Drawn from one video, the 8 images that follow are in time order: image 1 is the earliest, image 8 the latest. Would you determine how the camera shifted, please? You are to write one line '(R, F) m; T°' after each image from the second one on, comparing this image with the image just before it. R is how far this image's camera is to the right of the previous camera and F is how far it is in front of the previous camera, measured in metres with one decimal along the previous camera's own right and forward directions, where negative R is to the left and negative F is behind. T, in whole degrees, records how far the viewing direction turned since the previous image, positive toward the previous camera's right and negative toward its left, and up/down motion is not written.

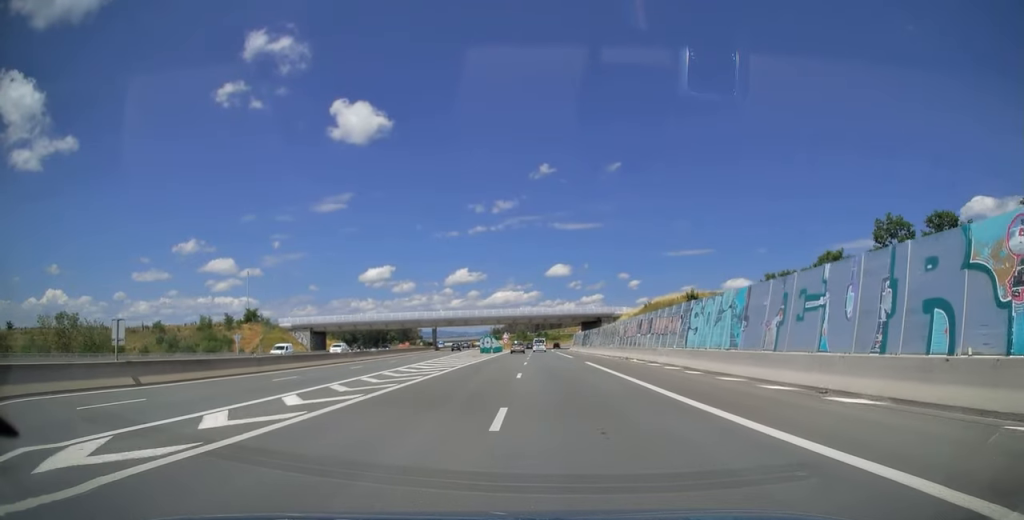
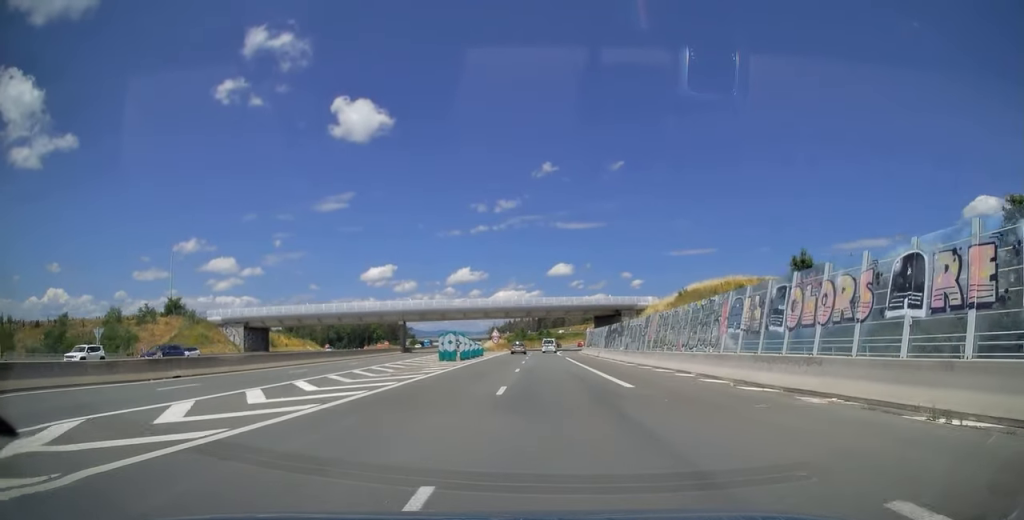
(+0.1, +32.6) m; 0°
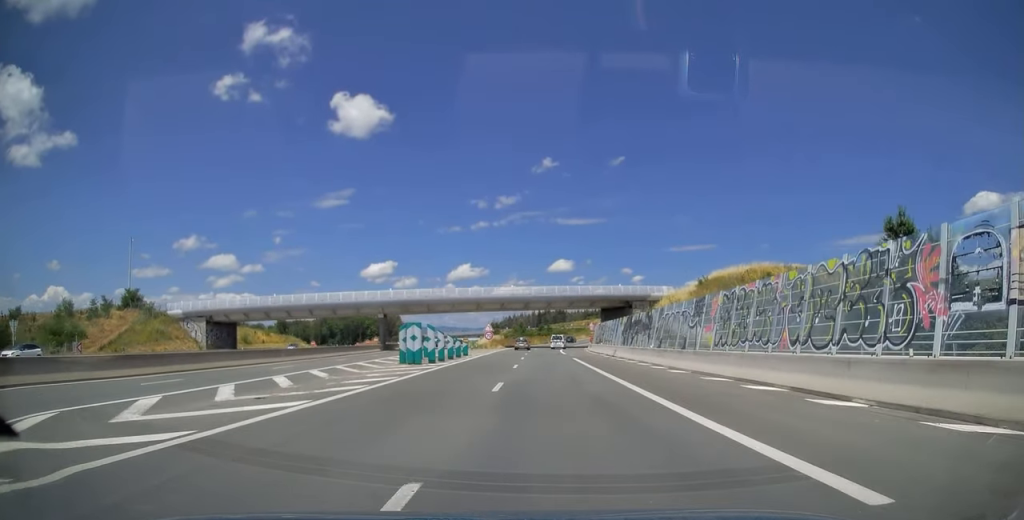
(0.0, +13.1) m; 0°
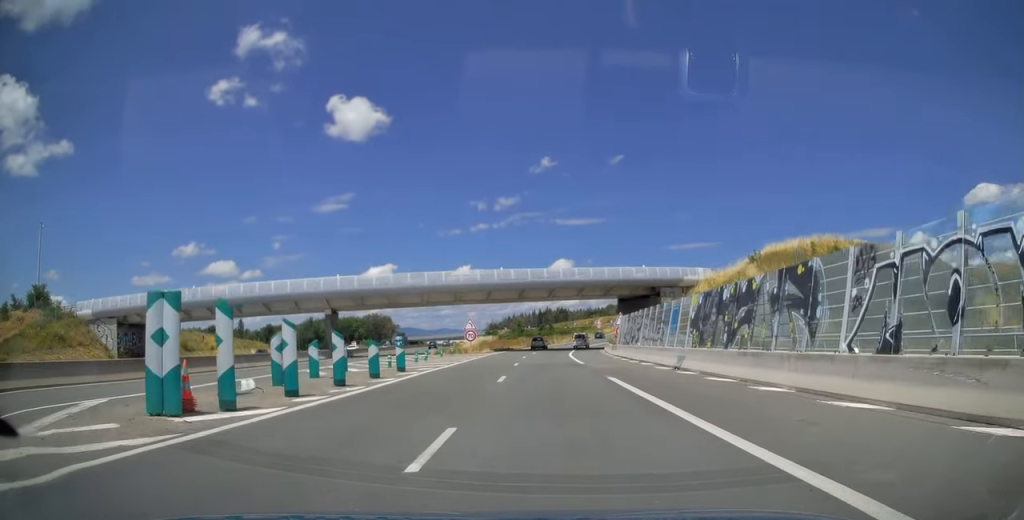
(0.0, +22.7) m; 0°
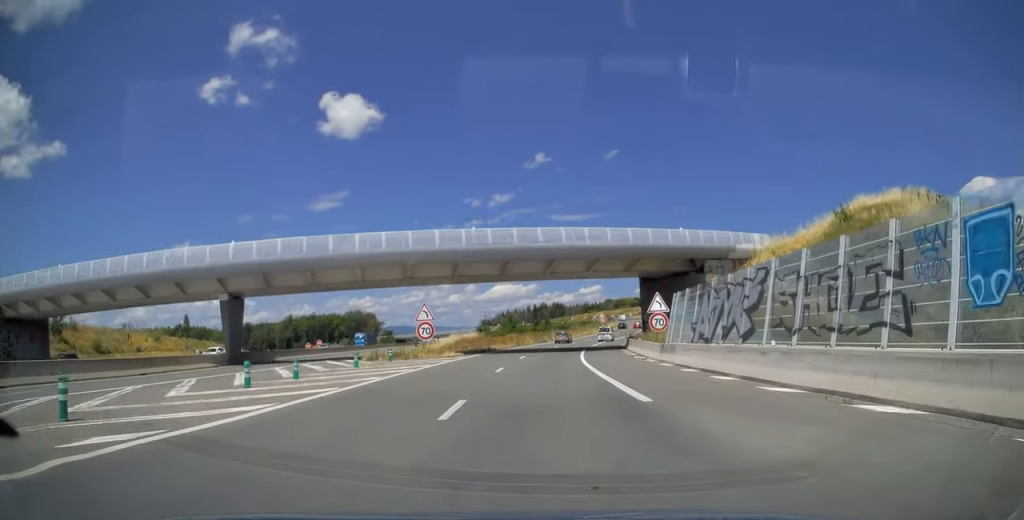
(0.0, +22.5) m; +1°
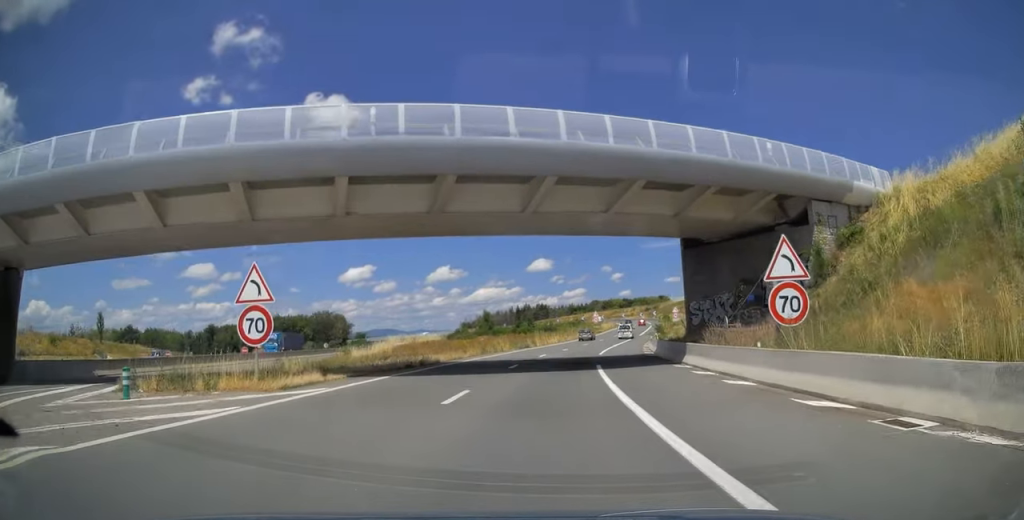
(+0.3, +24.8) m; +1°
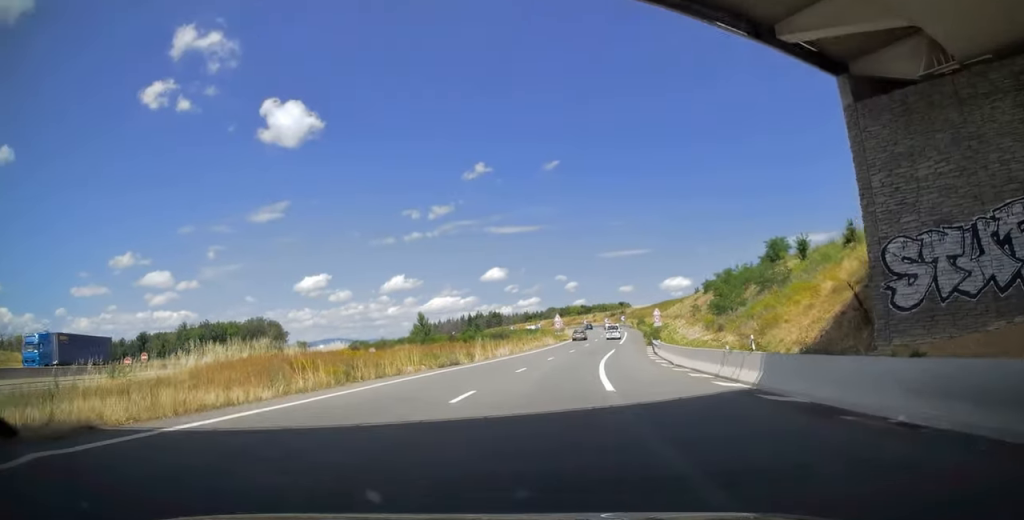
(+0.3, +25.0) m; +3°
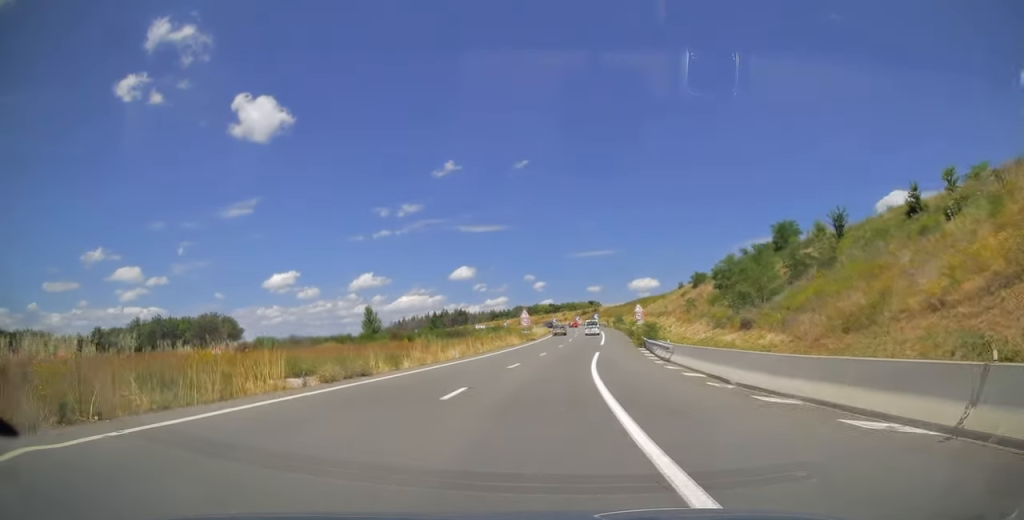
(+0.4, +12.7) m; +3°
